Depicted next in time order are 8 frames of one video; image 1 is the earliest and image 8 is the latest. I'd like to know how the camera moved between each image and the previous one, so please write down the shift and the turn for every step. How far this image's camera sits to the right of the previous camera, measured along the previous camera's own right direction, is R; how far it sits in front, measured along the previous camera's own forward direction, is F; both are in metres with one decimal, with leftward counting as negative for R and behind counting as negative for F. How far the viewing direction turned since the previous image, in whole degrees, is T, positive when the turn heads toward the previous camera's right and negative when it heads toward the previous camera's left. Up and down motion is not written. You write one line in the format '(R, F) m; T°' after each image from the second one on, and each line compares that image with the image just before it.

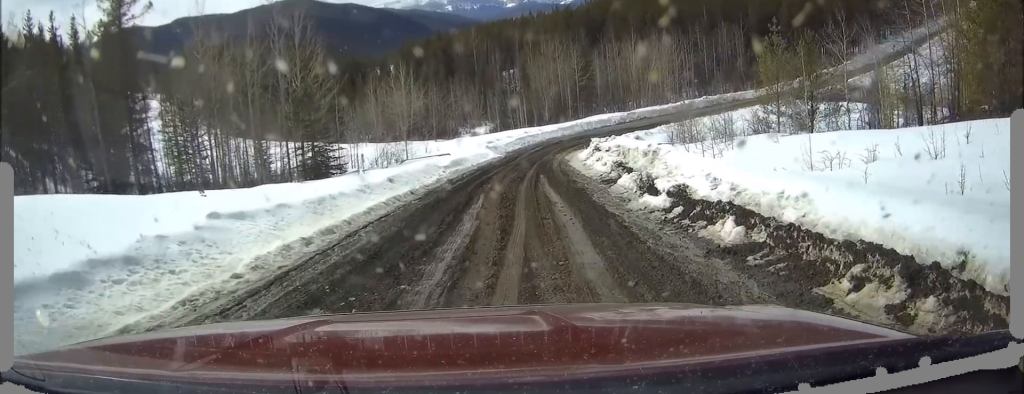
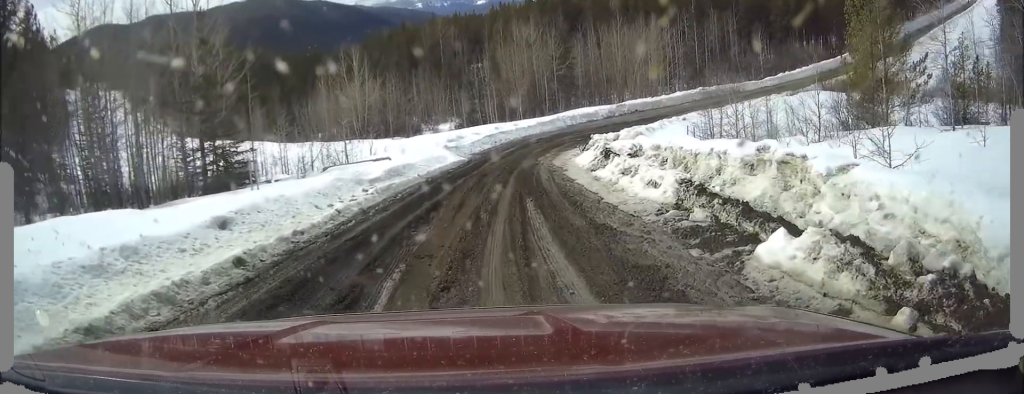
(+0.3, +10.9) m; +3°
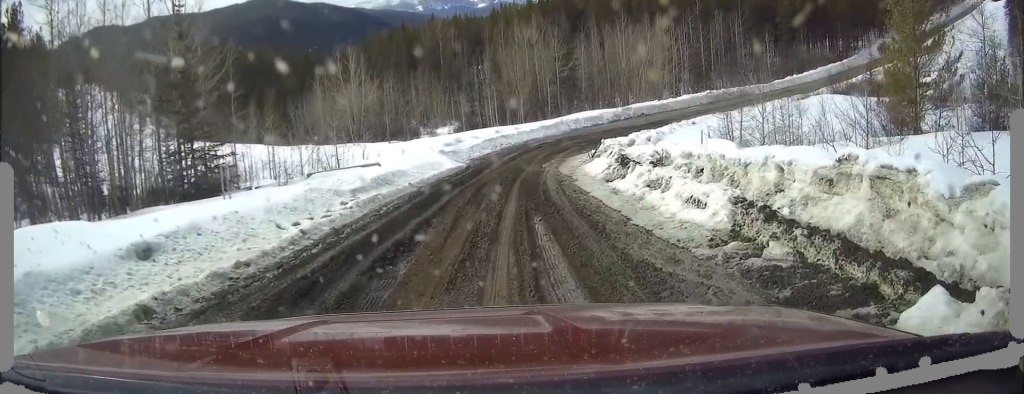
(0.0, +2.6) m; +2°
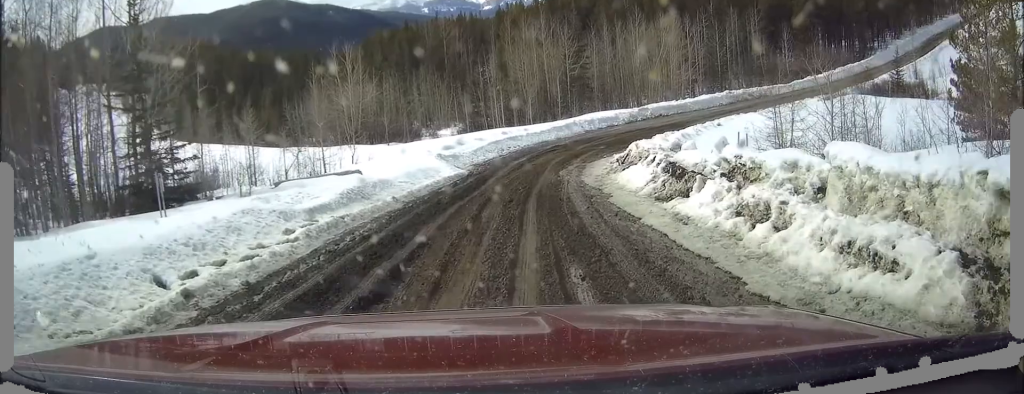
(+0.1, +4.5) m; +1°
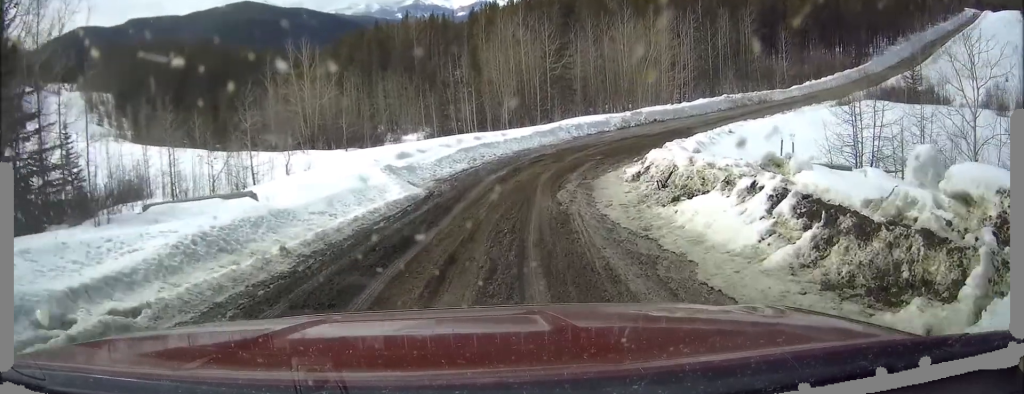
(+0.1, +7.6) m; +2°
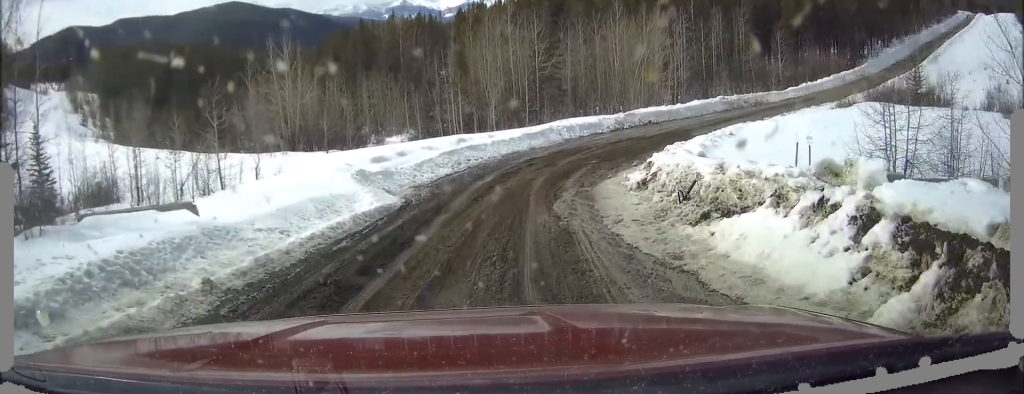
(0.0, +2.2) m; +1°
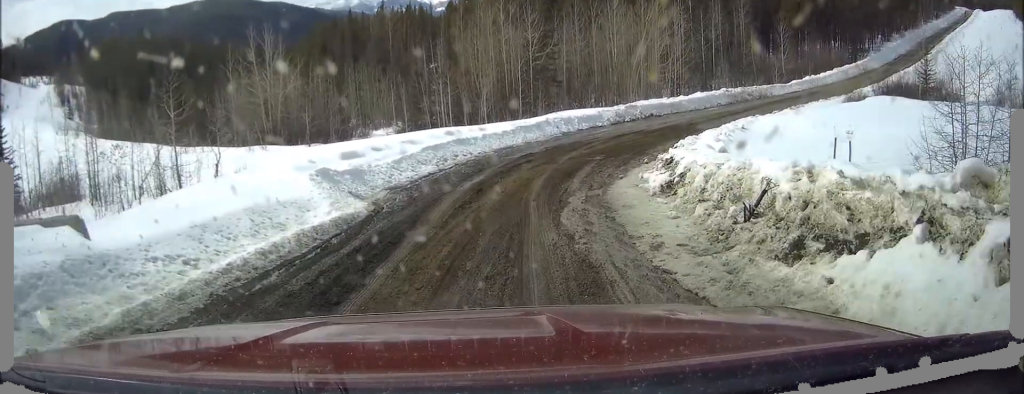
(0.0, +3.1) m; +1°
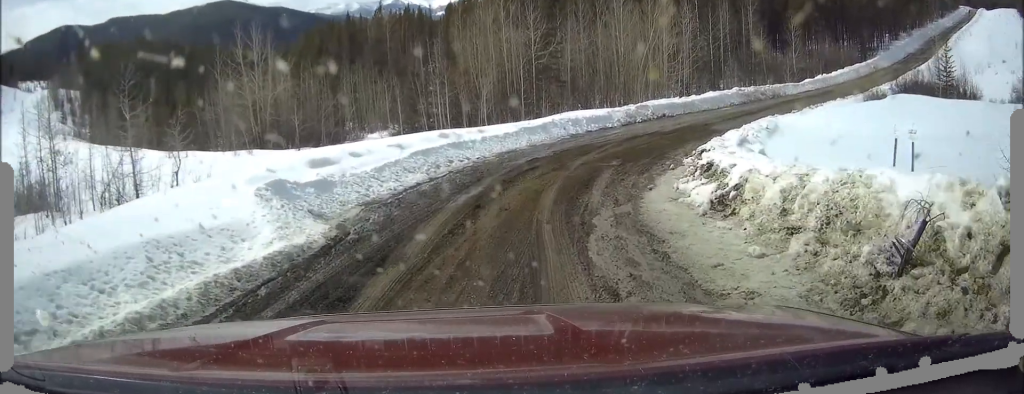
(0.0, +3.3) m; +1°
